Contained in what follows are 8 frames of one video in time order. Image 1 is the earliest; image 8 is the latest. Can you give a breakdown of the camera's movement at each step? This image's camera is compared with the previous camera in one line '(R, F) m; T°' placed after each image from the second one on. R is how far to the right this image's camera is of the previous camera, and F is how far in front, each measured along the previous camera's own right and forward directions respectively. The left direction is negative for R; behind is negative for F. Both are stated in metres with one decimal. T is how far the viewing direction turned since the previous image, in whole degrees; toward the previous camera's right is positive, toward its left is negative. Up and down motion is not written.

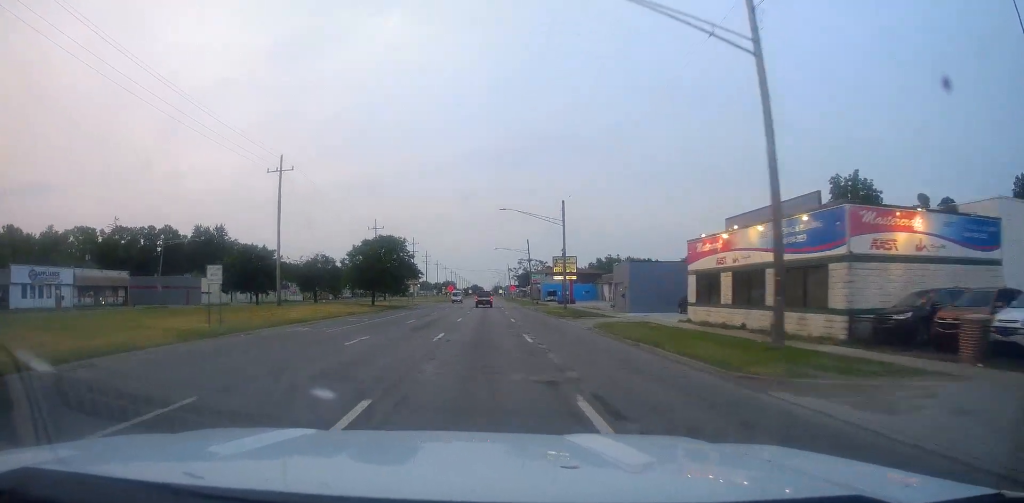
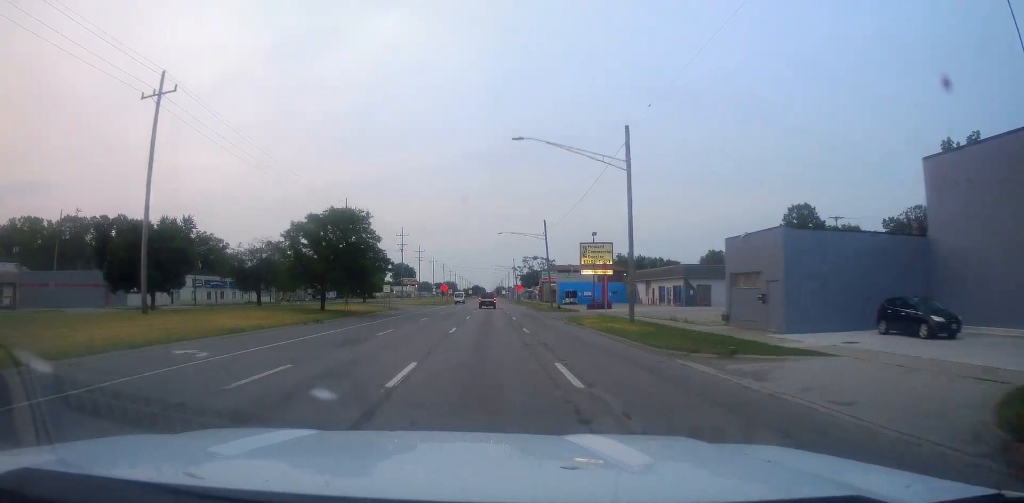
(+0.3, +25.3) m; 0°
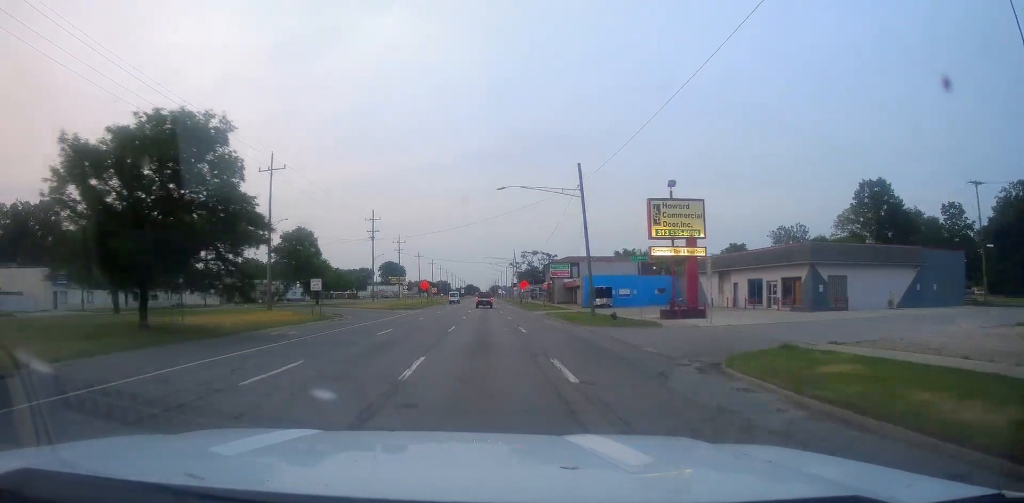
(-0.4, +29.6) m; 0°
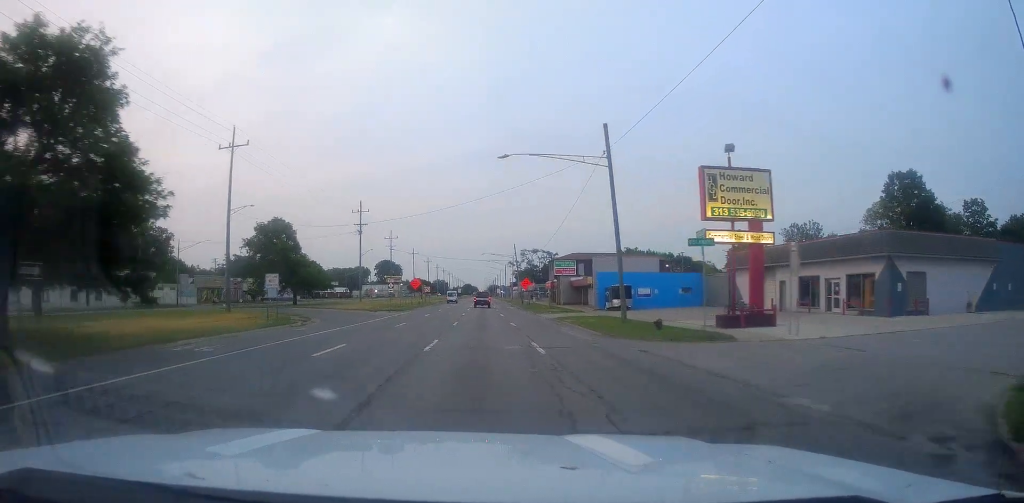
(0.0, +9.4) m; 0°
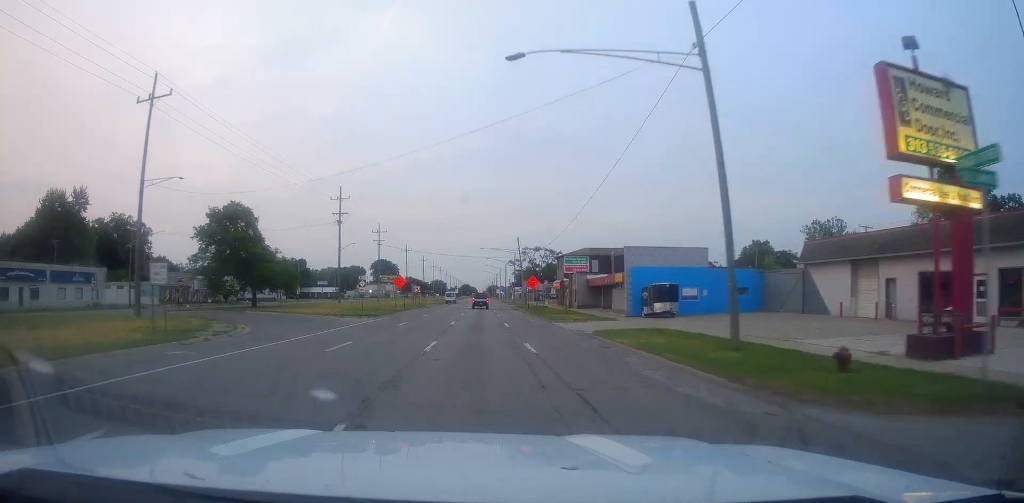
(+0.1, +13.8) m; +1°
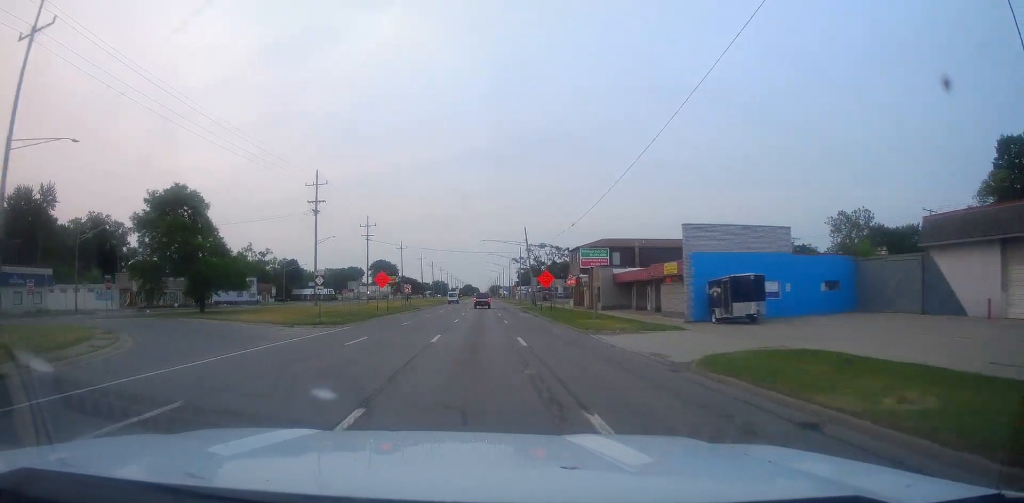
(+0.1, +13.1) m; +1°
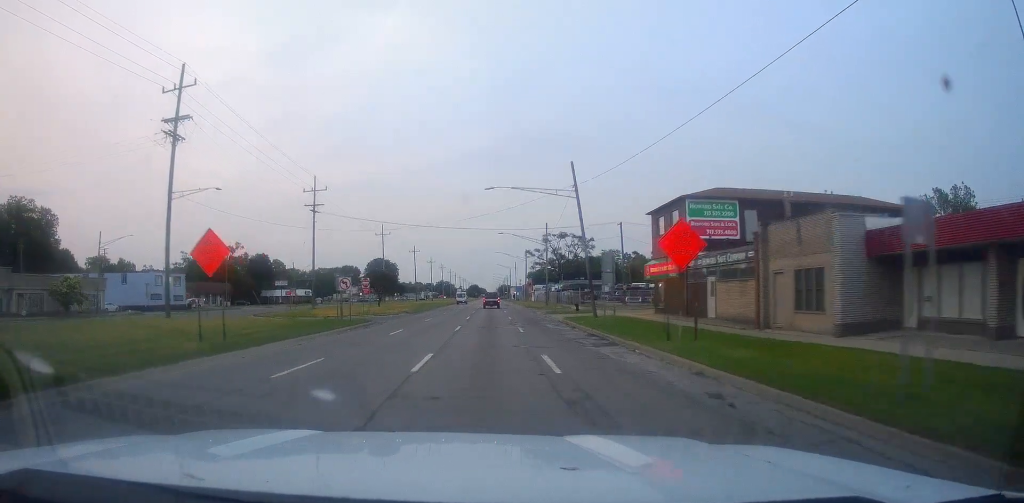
(-0.3, +37.0) m; -2°
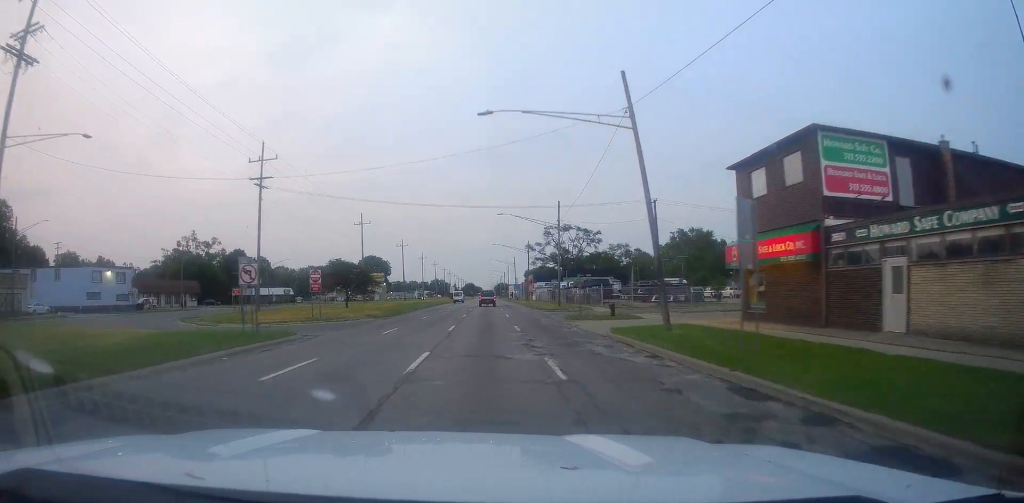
(-0.2, +16.1) m; 0°
